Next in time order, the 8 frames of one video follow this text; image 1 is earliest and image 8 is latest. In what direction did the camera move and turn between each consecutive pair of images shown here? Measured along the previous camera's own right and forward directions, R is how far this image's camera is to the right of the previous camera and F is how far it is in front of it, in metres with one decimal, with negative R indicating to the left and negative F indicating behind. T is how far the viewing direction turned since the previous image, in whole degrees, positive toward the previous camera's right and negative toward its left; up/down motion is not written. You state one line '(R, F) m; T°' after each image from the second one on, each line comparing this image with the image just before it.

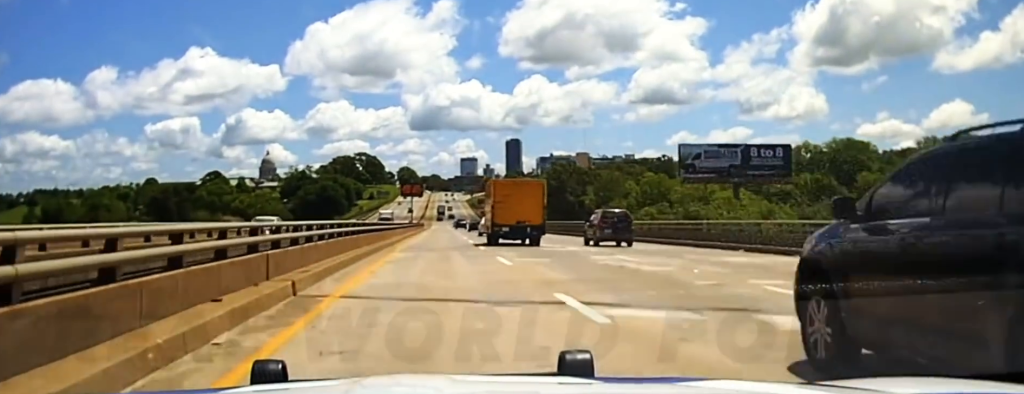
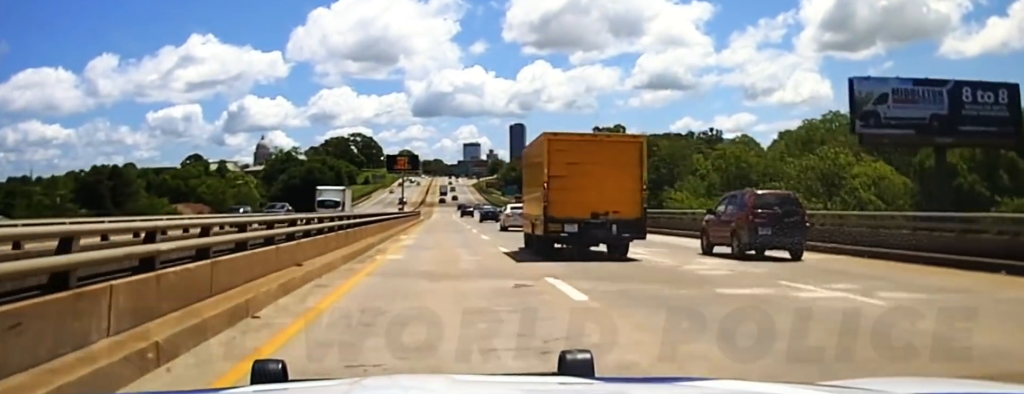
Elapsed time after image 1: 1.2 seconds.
(0.0, +48.6) m; 0°
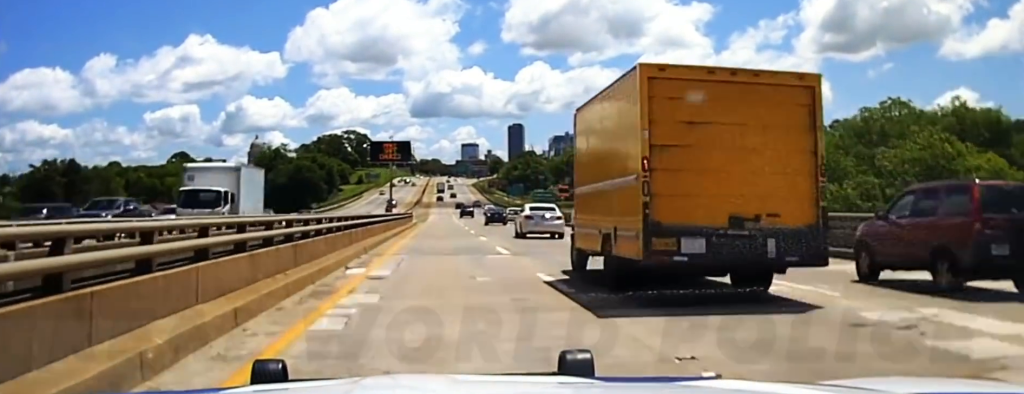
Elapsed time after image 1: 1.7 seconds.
(0.0, +22.9) m; 0°
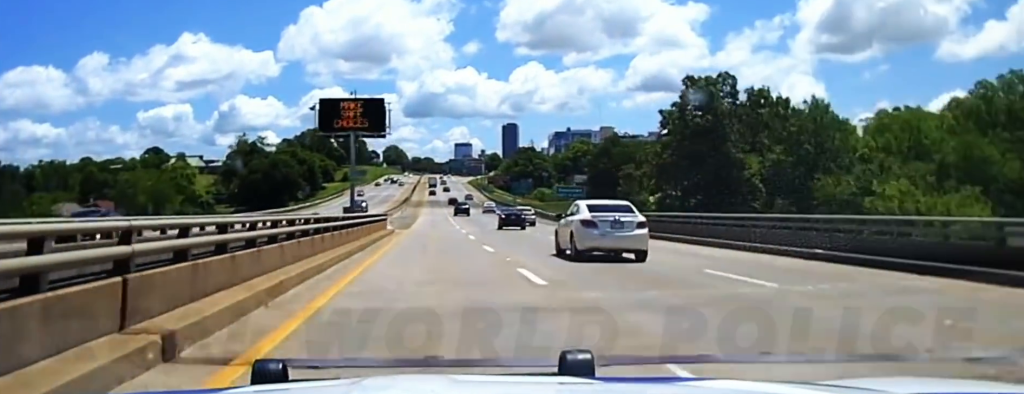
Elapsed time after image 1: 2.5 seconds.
(+0.1, +33.4) m; 0°
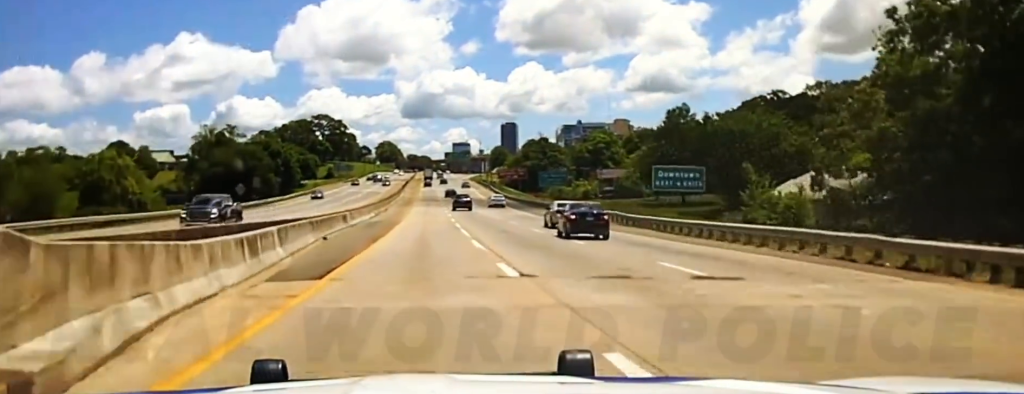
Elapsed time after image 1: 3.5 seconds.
(-0.2, +45.7) m; 0°
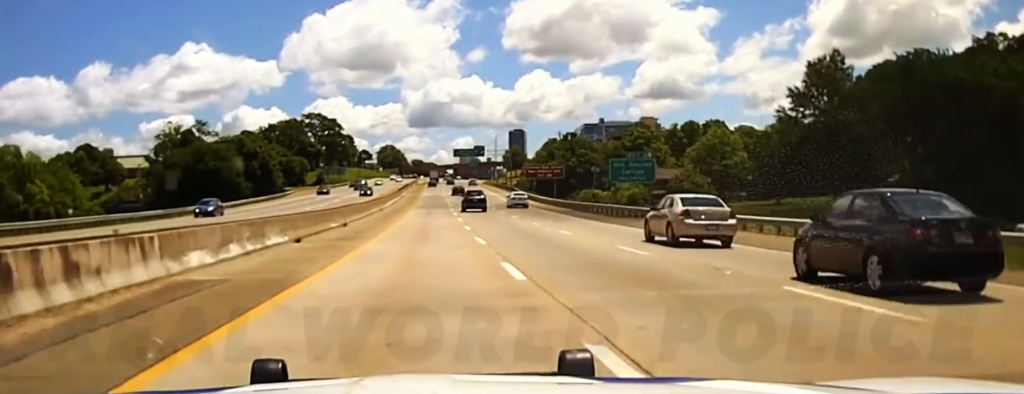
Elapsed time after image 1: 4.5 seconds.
(+0.4, +42.5) m; 0°
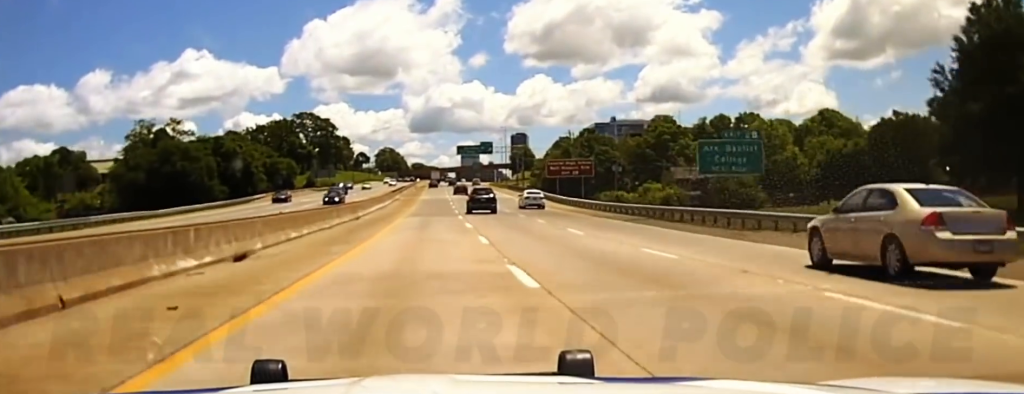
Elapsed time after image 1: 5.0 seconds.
(-0.2, +22.7) m; 0°
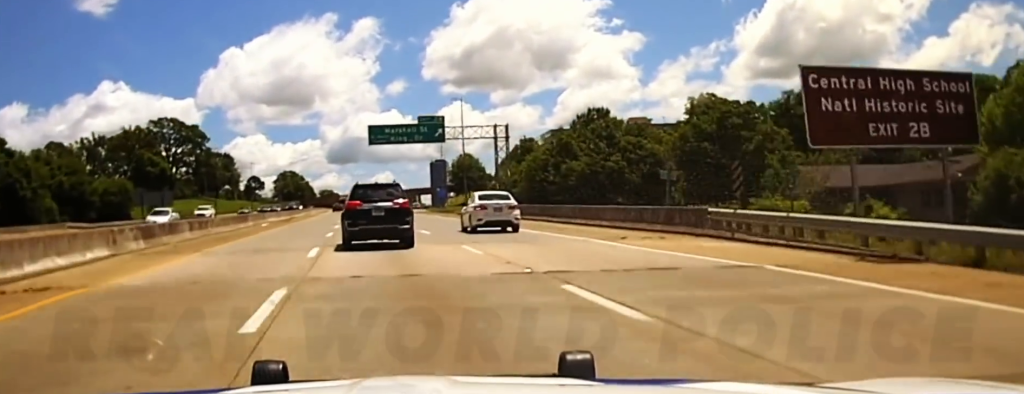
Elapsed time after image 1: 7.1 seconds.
(+1.0, +92.9) m; +2°
